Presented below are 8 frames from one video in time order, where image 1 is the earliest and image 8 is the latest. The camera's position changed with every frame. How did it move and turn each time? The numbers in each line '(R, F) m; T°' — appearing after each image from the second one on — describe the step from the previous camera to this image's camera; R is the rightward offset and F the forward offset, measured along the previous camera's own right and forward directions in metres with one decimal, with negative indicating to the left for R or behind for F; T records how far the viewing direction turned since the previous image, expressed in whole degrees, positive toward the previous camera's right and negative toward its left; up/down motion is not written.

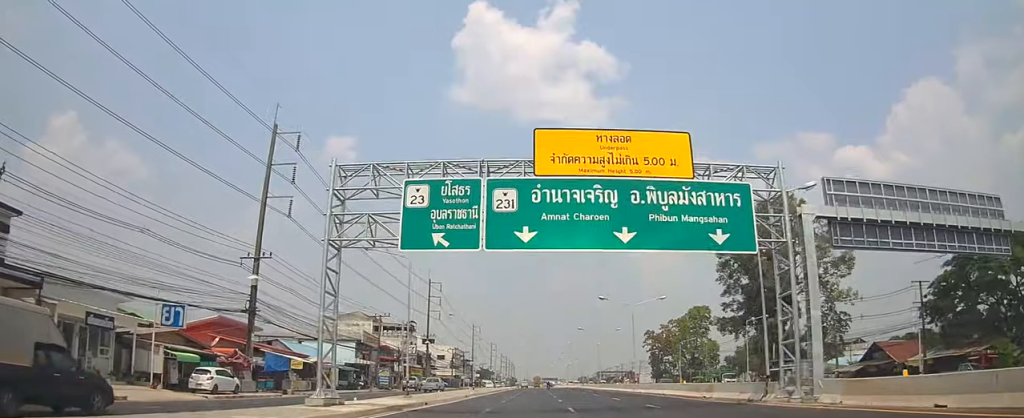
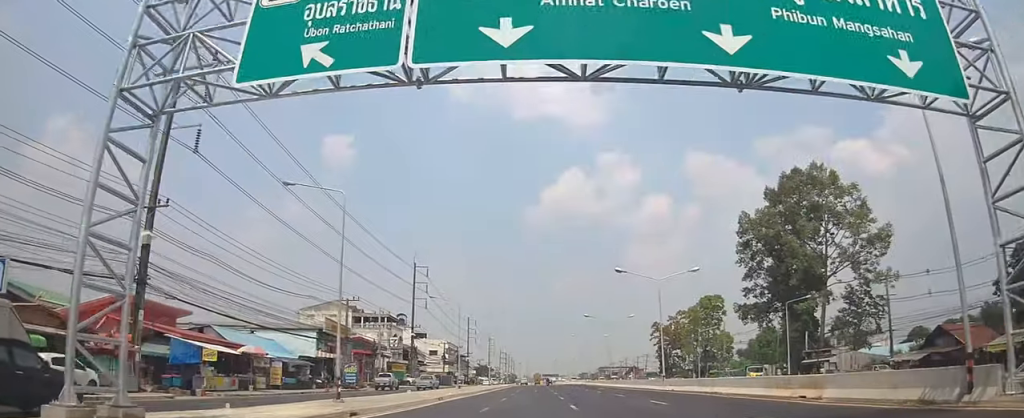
(+0.2, +12.4) m; 0°
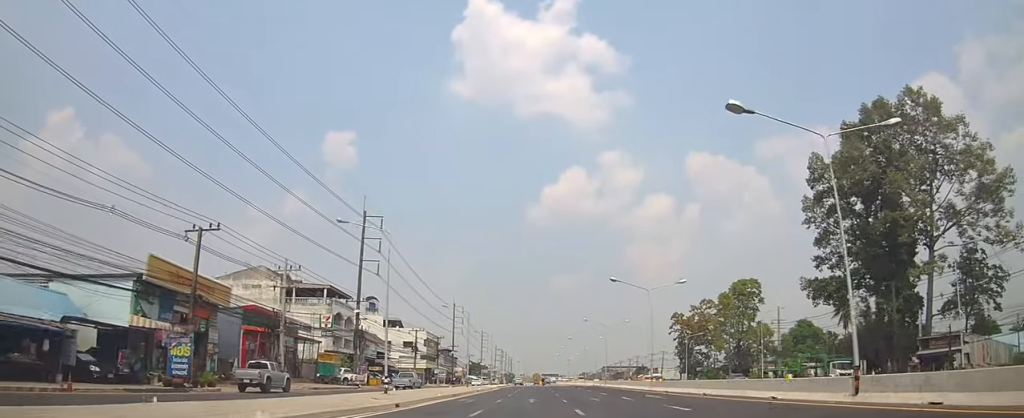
(-0.3, +27.6) m; +1°
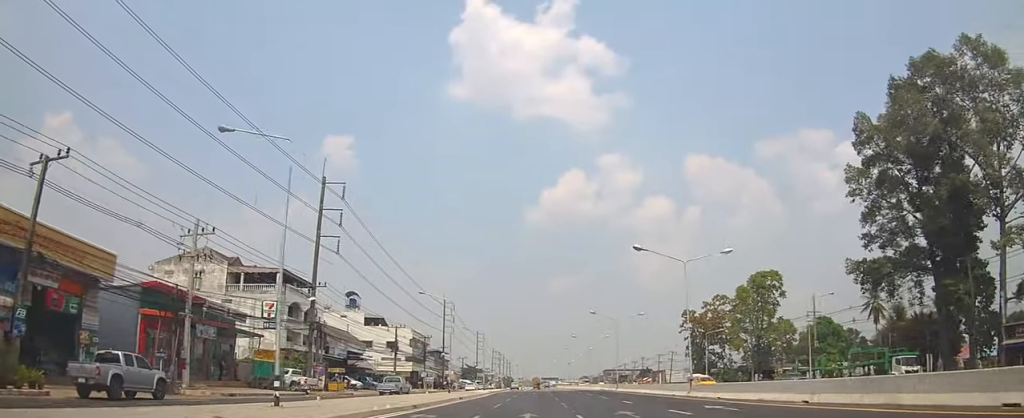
(+0.6, +12.7) m; 0°
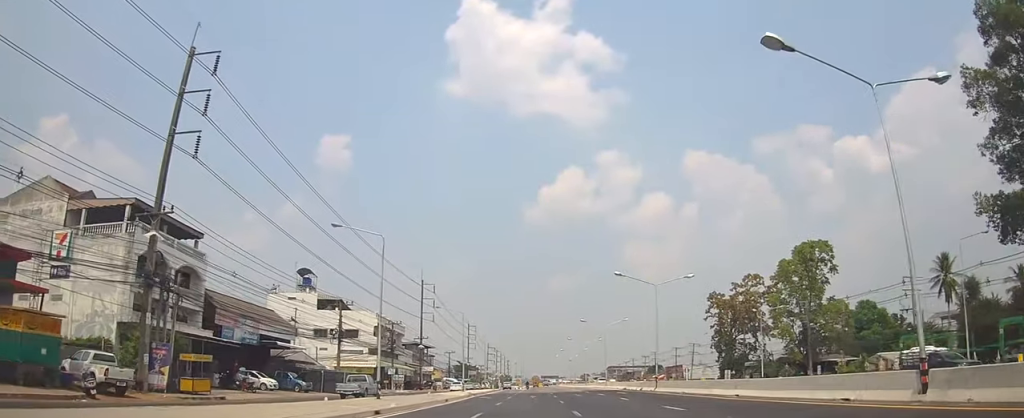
(-0.3, +22.9) m; 0°
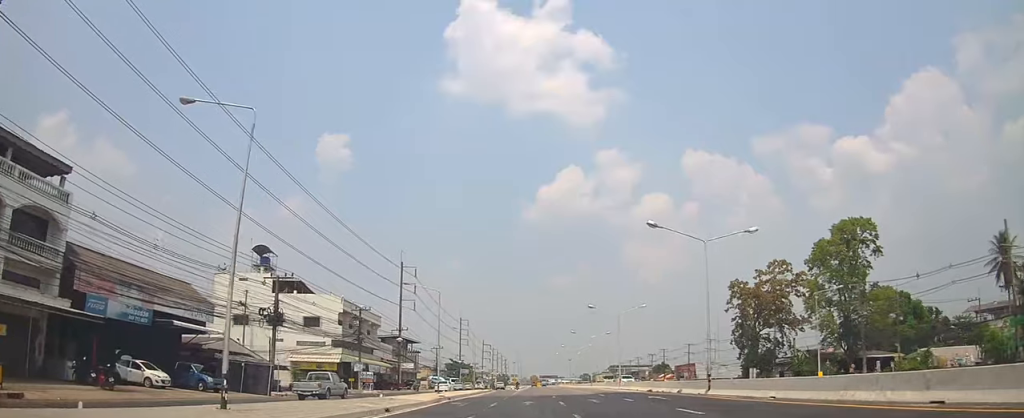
(+0.2, +14.7) m; +1°
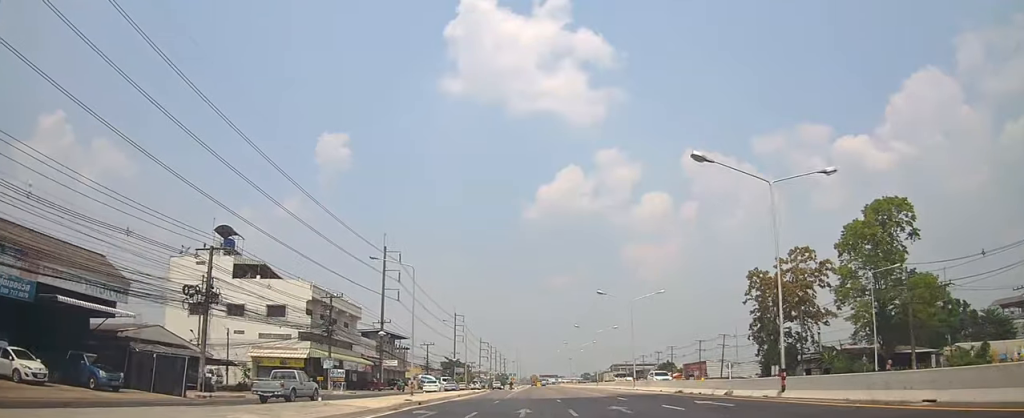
(+0.2, +9.9) m; +1°
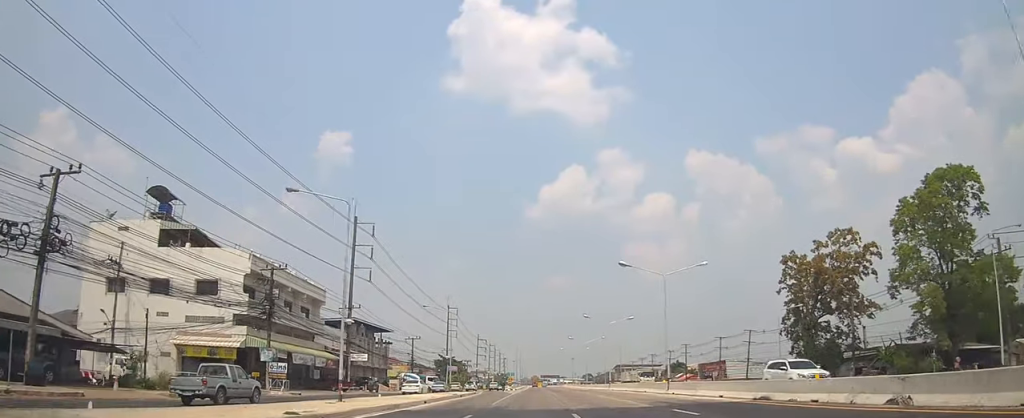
(0.0, +14.0) m; -2°
